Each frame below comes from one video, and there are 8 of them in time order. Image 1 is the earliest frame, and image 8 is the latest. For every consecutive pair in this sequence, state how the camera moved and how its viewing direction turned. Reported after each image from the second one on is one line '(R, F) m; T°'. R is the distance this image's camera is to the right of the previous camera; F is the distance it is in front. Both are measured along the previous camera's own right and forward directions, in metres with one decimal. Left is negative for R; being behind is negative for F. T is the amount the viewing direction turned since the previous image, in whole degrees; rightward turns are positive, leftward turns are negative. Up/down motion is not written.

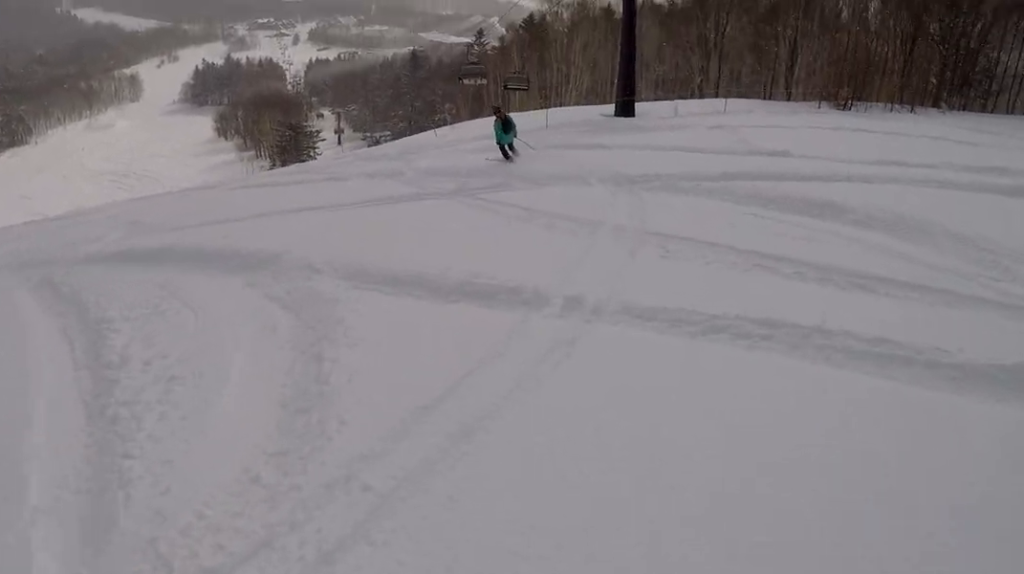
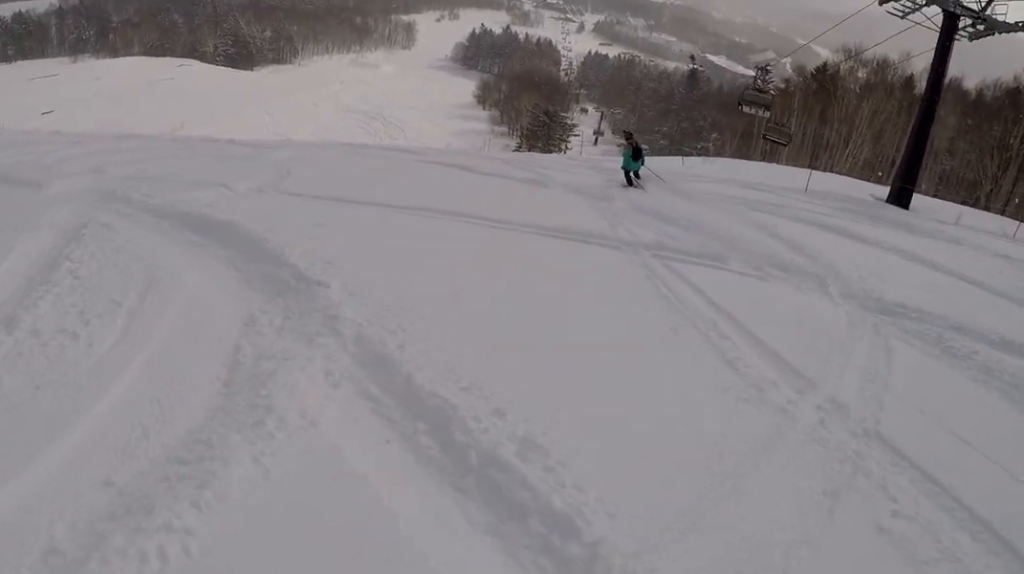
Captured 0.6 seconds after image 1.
(+0.1, +3.2) m; -16°
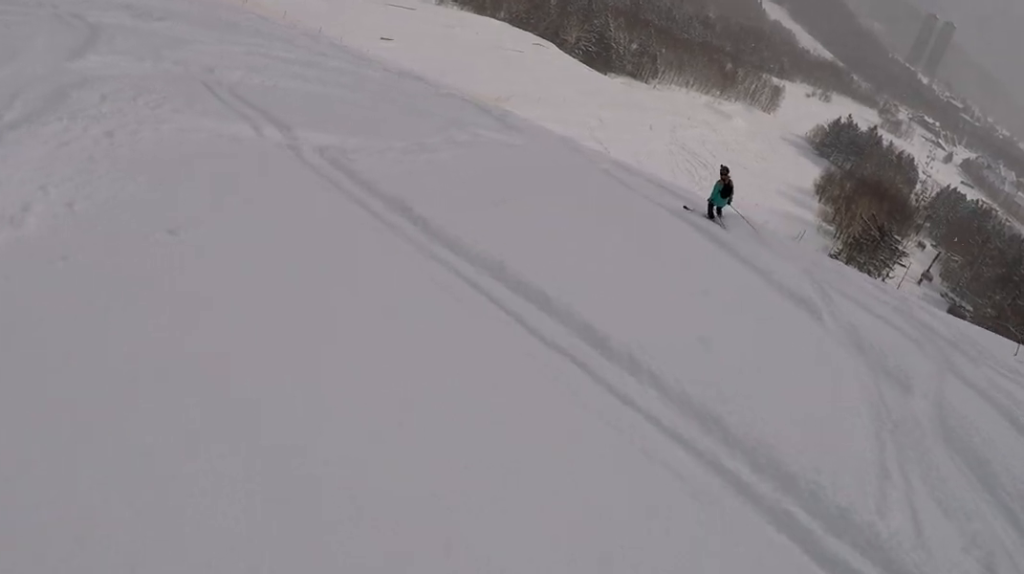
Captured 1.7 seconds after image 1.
(-2.2, +4.9) m; -42°
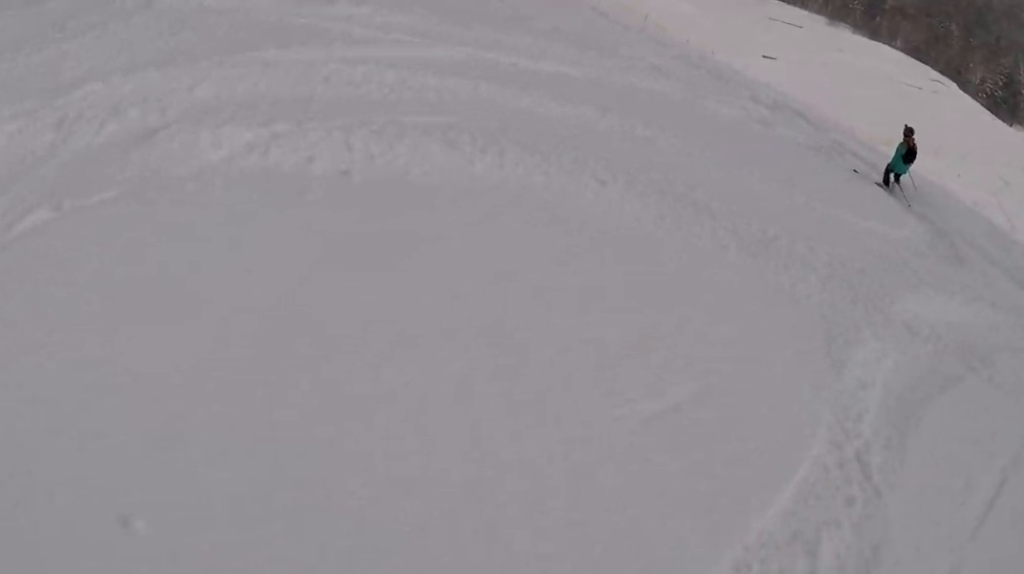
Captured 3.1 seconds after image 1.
(-1.6, +7.8) m; -14°
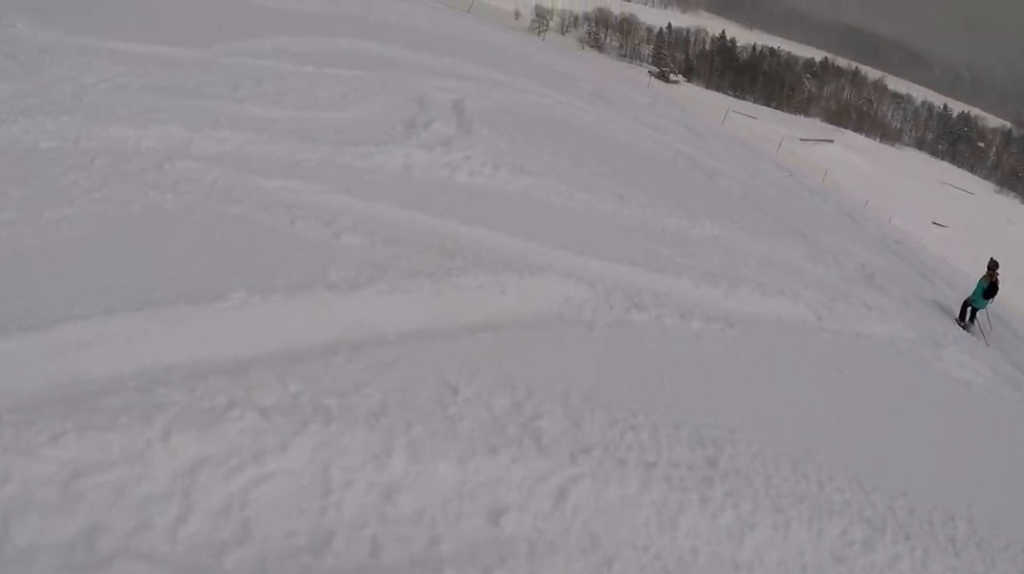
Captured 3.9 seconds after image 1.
(-0.2, +4.5) m; -7°
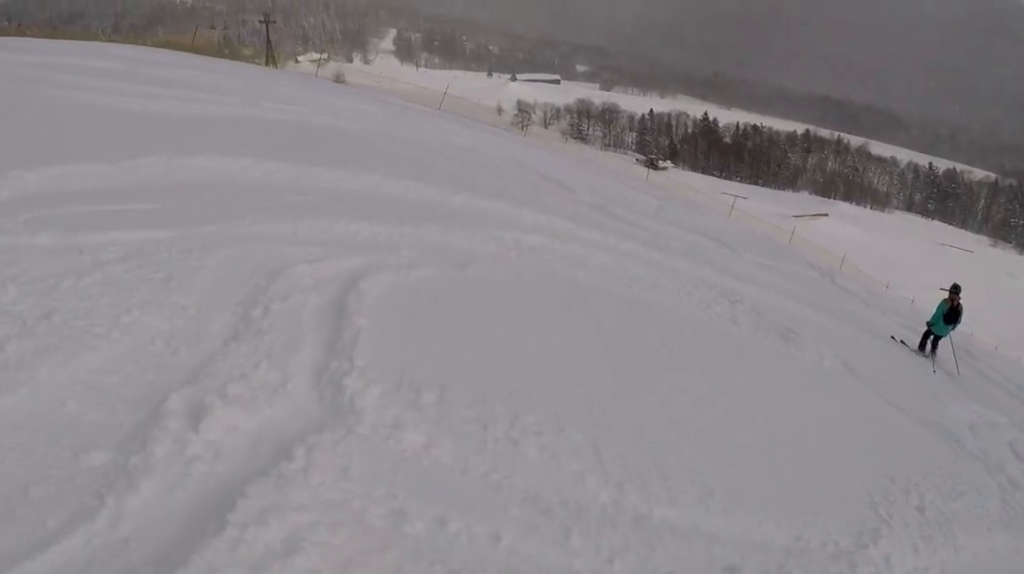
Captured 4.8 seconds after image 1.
(-0.6, +4.8) m; -4°
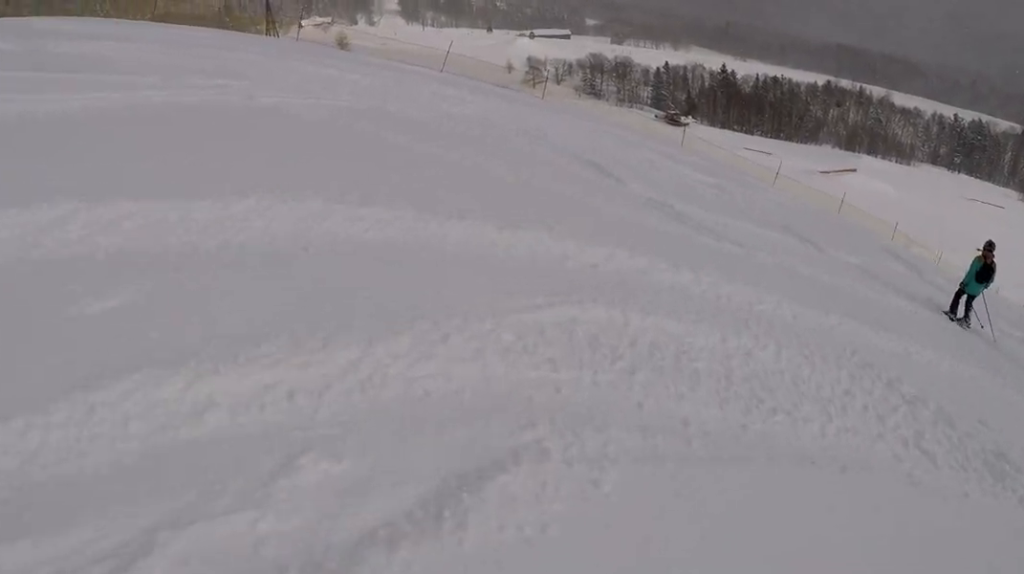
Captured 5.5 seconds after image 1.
(+0.1, +3.6) m; +6°
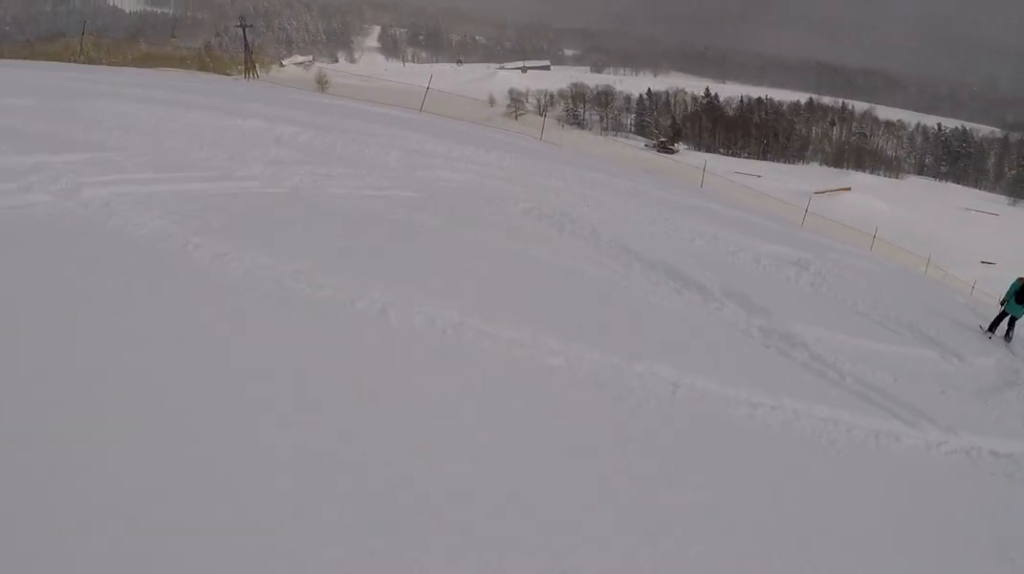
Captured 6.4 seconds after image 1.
(+0.3, +4.3) m; +15°
